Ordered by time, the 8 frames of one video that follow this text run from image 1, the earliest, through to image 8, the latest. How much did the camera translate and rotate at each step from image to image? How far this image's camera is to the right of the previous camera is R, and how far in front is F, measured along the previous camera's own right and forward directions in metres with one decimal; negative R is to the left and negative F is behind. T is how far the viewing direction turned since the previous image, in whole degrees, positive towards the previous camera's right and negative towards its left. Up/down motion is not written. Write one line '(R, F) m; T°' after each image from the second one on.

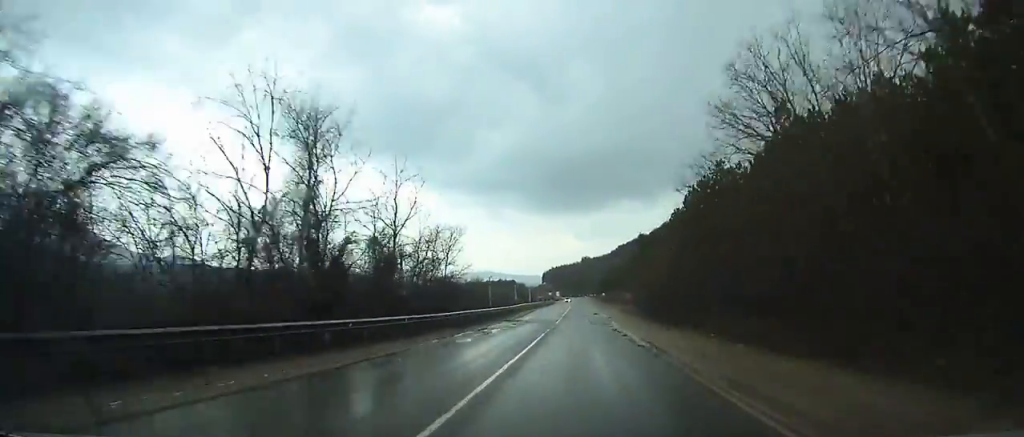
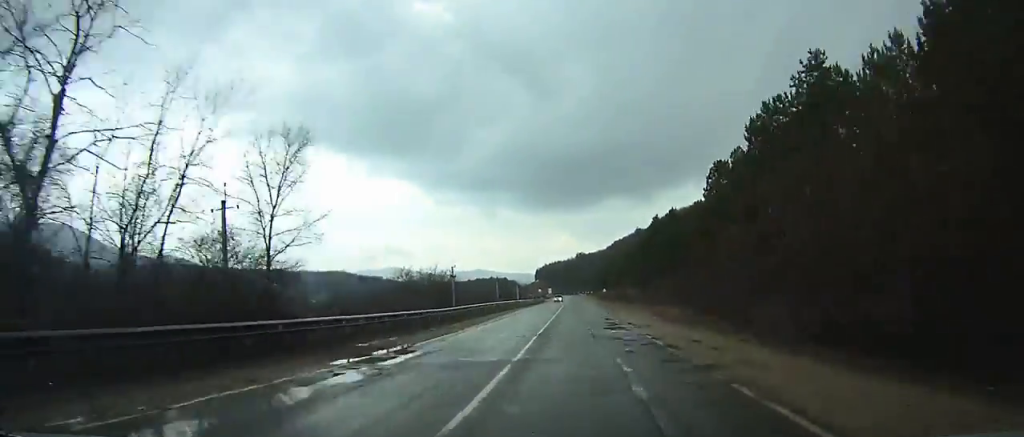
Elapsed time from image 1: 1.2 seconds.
(+0.5, +28.1) m; +1°
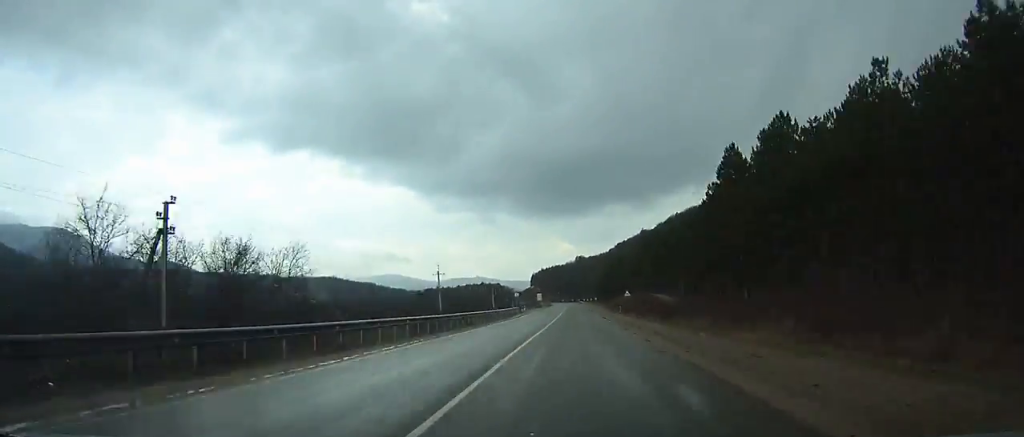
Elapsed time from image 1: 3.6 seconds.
(+0.5, +56.6) m; +1°
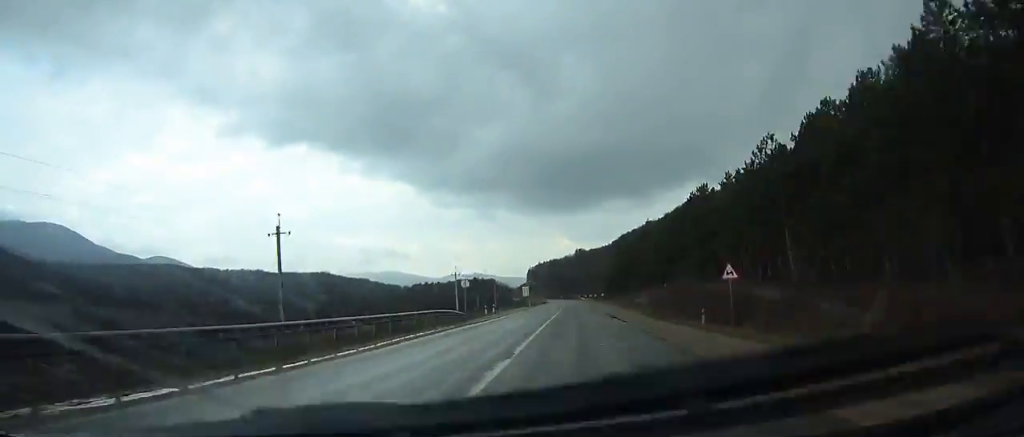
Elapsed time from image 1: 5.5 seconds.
(0.0, +44.9) m; 0°
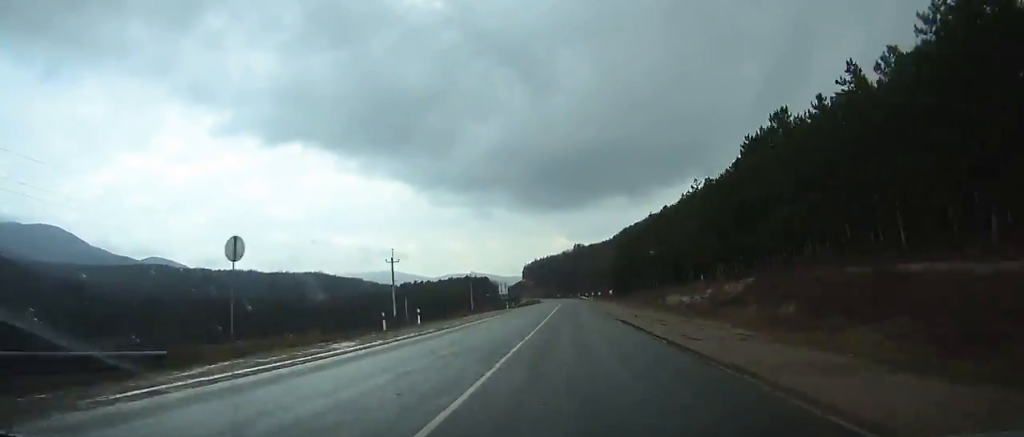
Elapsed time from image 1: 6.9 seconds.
(0.0, +33.0) m; 0°
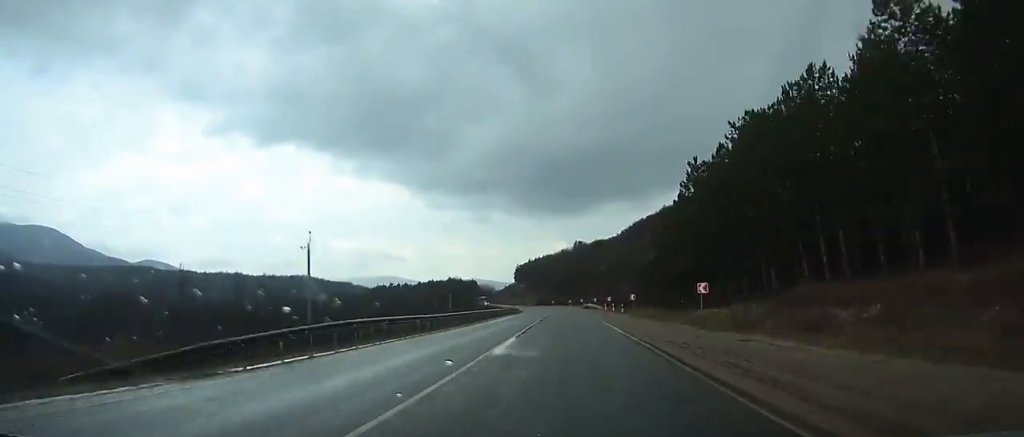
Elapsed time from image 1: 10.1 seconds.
(-0.1, +75.0) m; -1°
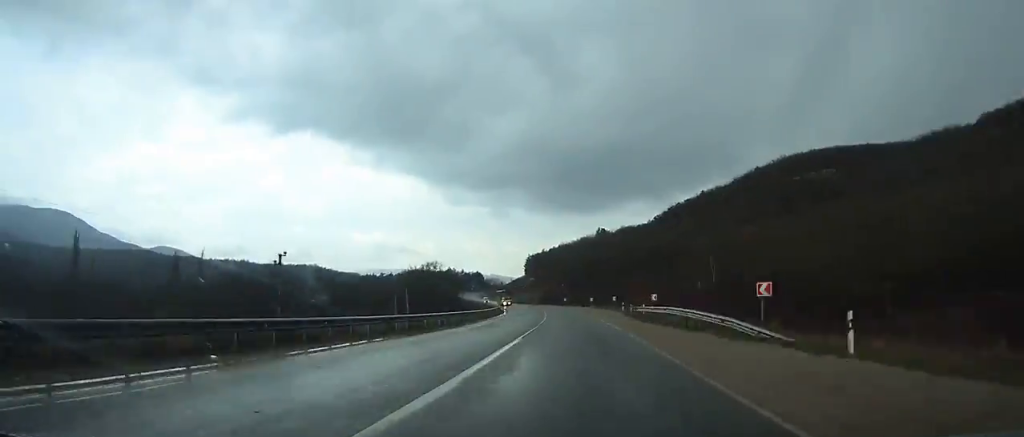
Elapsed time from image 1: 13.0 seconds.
(-1.3, +67.4) m; -3°
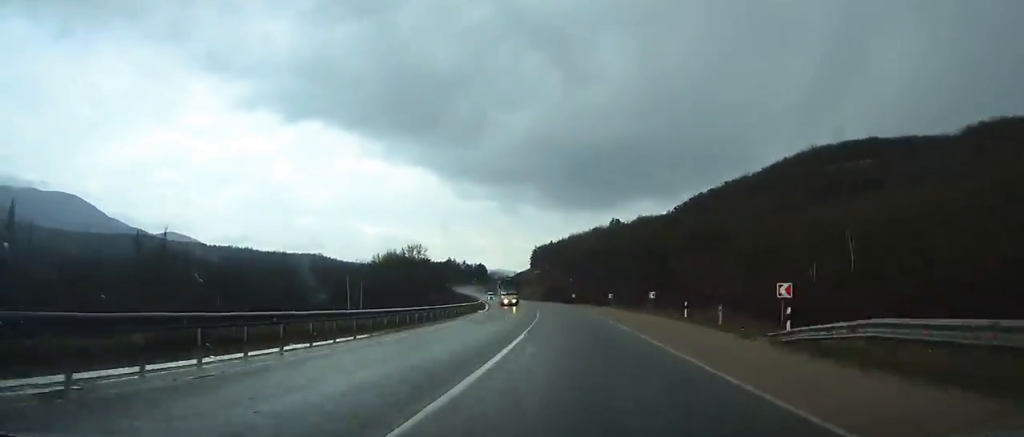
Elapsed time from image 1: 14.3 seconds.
(-0.1, +30.2) m; -2°
